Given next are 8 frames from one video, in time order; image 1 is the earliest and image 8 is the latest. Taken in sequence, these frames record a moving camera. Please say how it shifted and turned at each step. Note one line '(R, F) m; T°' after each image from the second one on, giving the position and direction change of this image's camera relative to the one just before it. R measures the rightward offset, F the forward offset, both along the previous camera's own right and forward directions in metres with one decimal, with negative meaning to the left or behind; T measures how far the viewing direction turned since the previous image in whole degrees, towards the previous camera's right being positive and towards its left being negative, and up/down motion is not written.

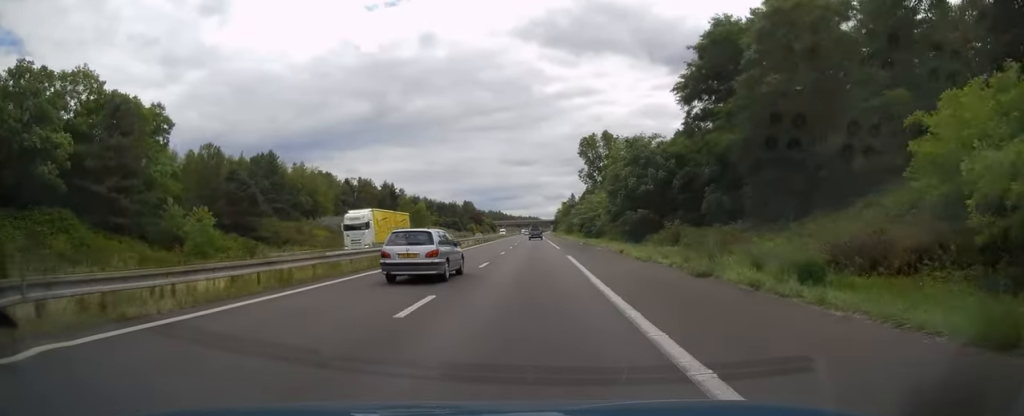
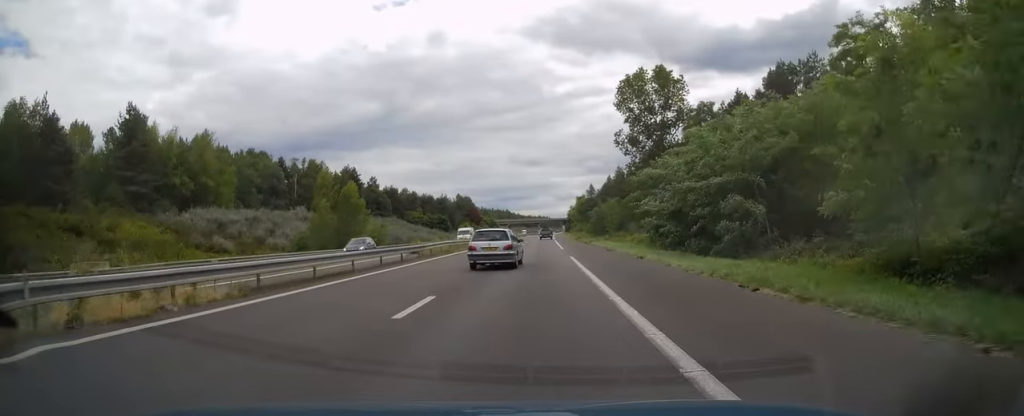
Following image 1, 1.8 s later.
(-0.1, +52.1) m; 0°
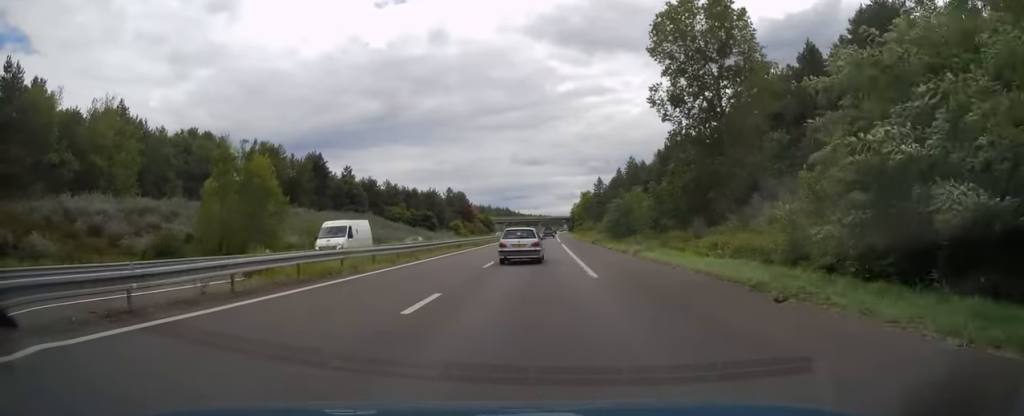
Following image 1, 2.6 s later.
(-0.1, +25.6) m; -1°
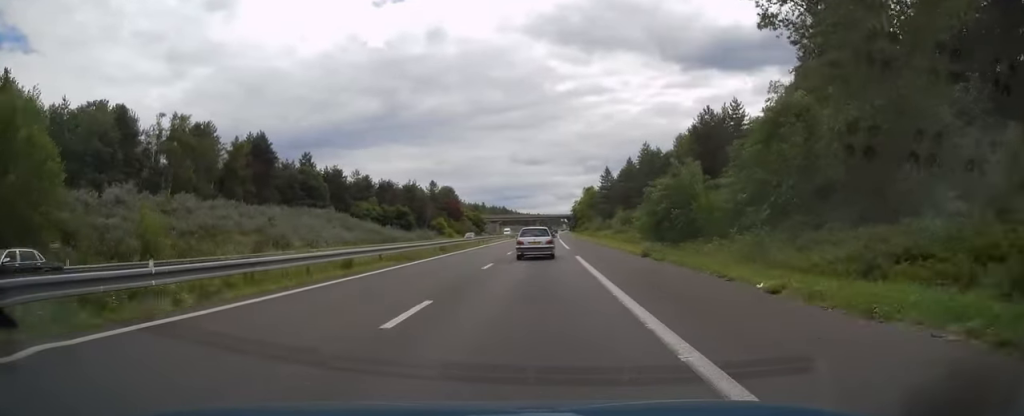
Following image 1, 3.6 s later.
(-0.2, +27.6) m; 0°
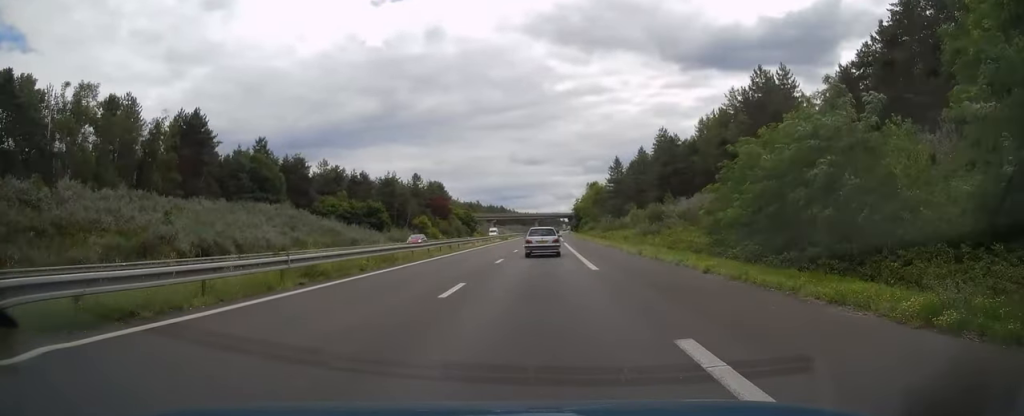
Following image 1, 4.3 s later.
(0.0, +22.1) m; 0°
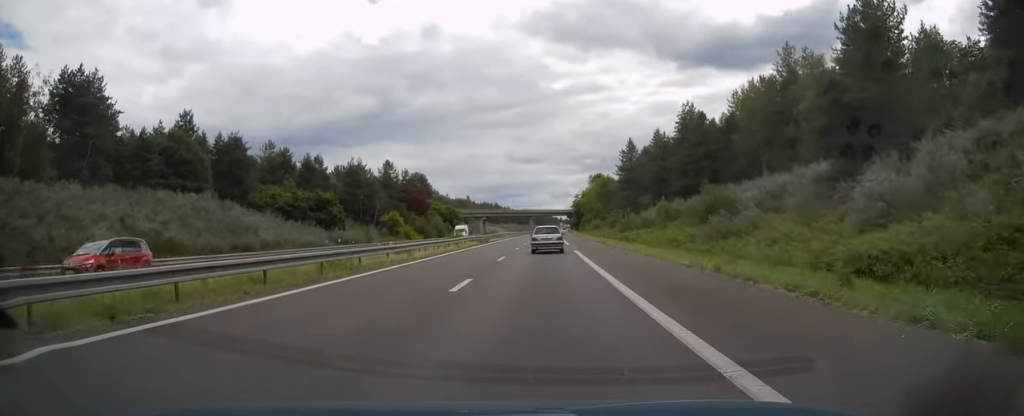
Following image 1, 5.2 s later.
(0.0, +25.0) m; 0°
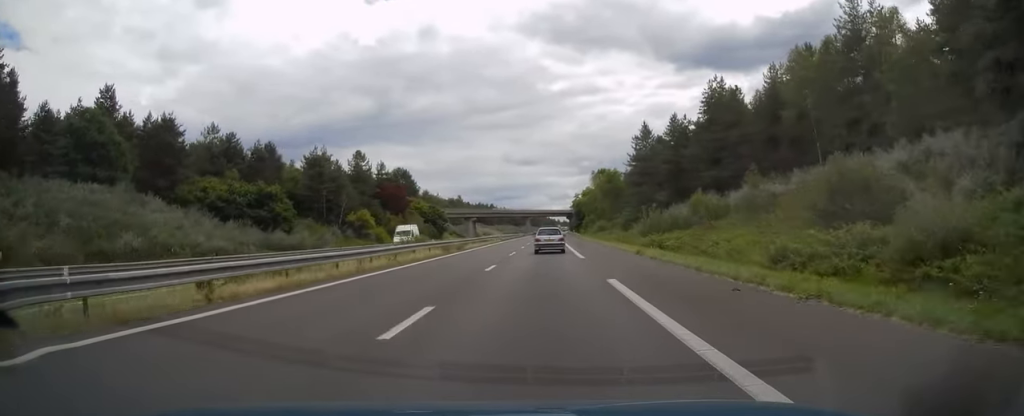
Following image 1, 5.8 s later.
(0.0, +18.7) m; 0°
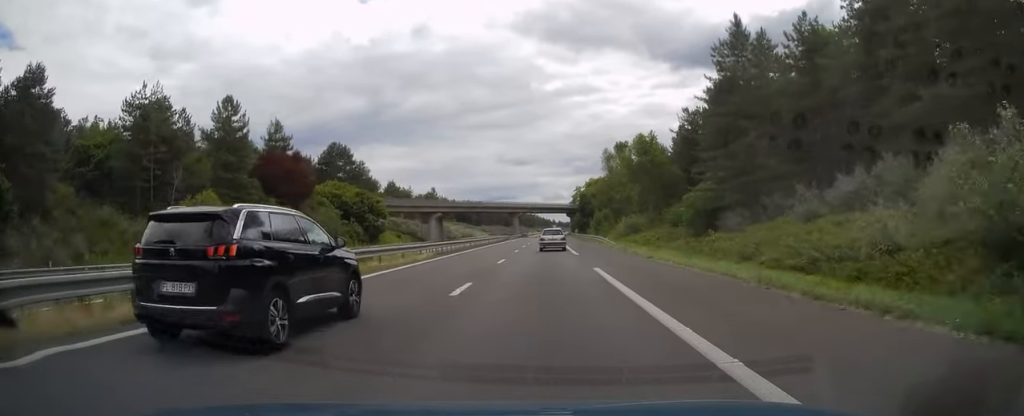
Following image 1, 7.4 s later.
(+0.2, +46.7) m; 0°
